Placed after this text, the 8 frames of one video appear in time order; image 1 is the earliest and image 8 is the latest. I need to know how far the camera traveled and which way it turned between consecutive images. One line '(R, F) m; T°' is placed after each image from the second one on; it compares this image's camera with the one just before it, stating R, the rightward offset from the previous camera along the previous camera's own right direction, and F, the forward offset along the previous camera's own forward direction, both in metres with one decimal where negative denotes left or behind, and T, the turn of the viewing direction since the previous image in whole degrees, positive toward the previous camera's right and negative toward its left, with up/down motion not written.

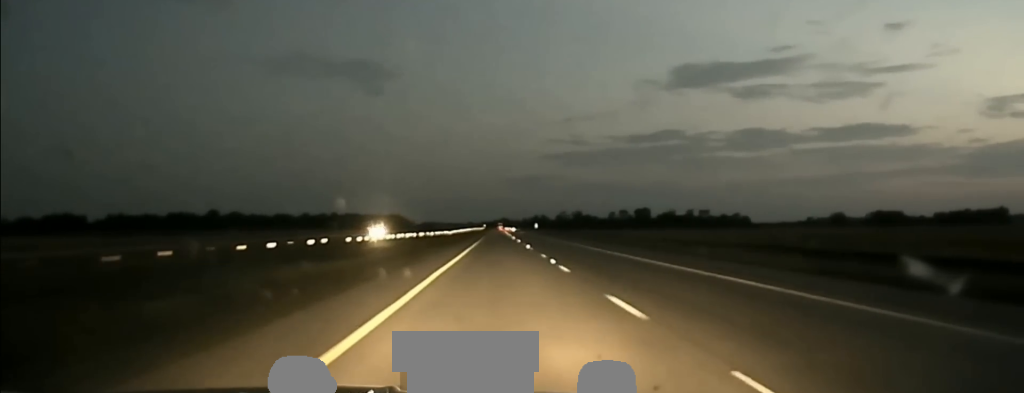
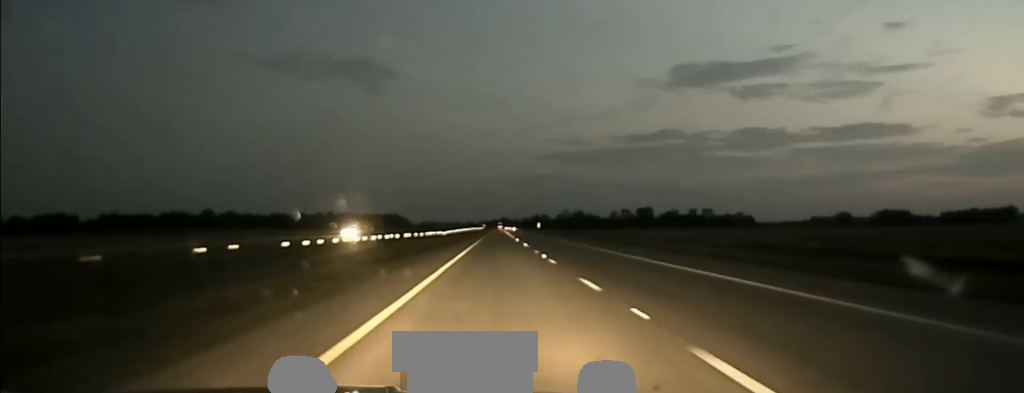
(0.0, +22.2) m; 0°
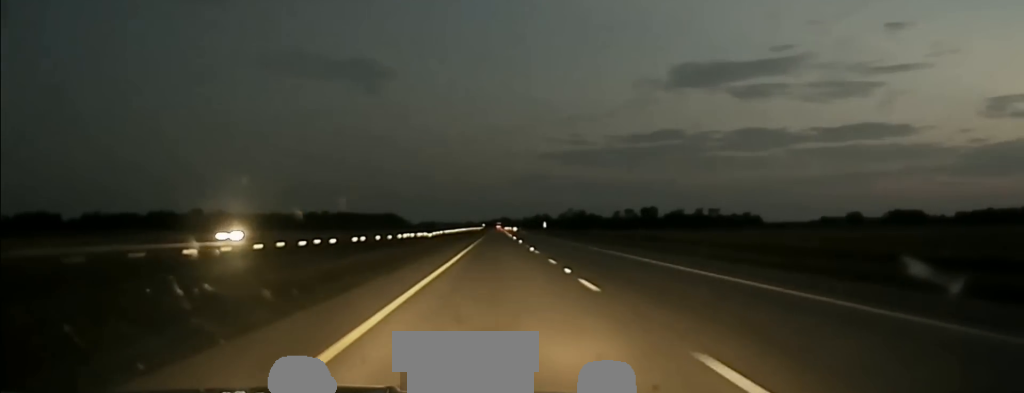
(+0.2, +39.3) m; 0°
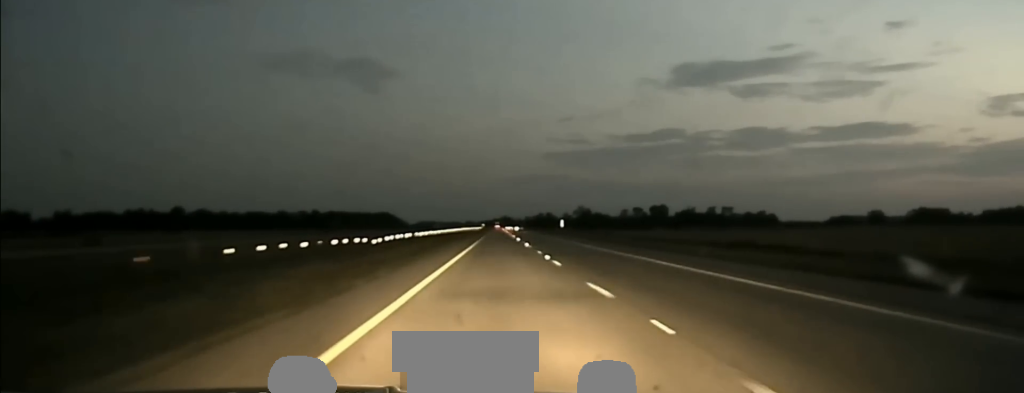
(-0.3, +58.4) m; 0°
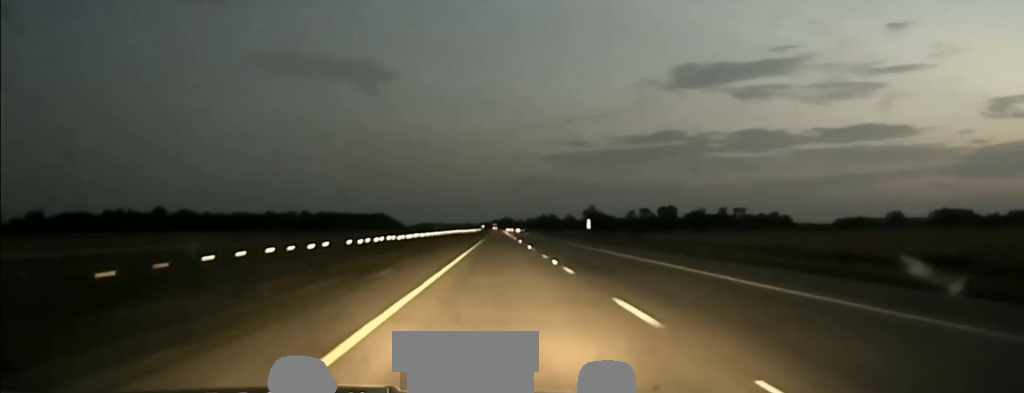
(0.0, +45.7) m; 0°
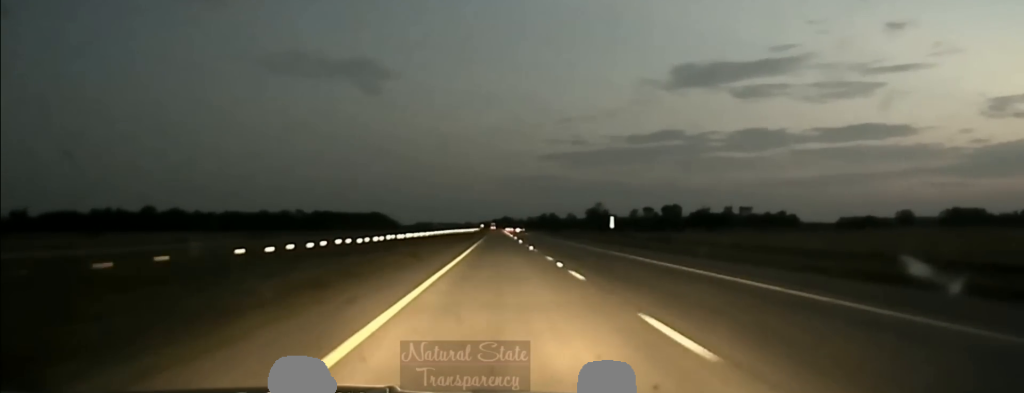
(+0.1, +24.8) m; 0°
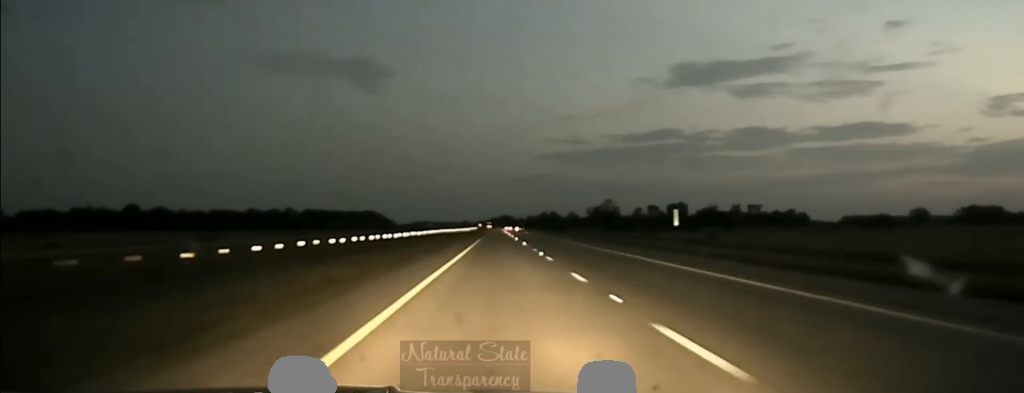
(0.0, +36.5) m; 0°
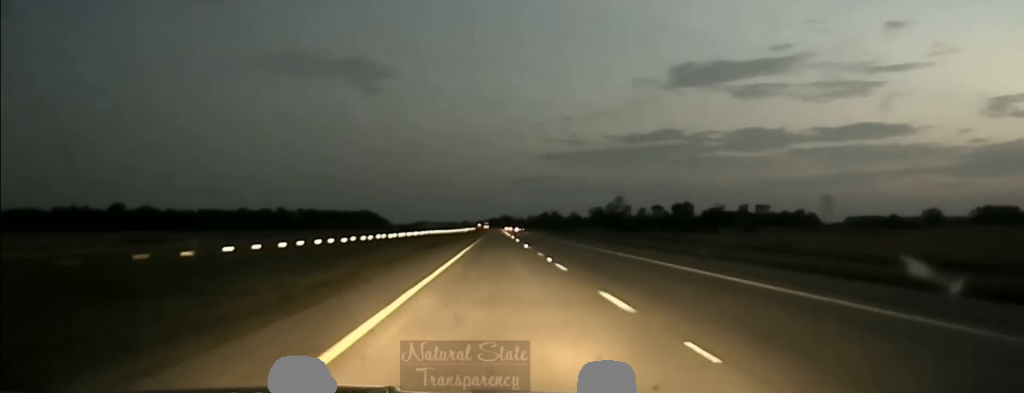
(-0.1, +30.1) m; 0°
